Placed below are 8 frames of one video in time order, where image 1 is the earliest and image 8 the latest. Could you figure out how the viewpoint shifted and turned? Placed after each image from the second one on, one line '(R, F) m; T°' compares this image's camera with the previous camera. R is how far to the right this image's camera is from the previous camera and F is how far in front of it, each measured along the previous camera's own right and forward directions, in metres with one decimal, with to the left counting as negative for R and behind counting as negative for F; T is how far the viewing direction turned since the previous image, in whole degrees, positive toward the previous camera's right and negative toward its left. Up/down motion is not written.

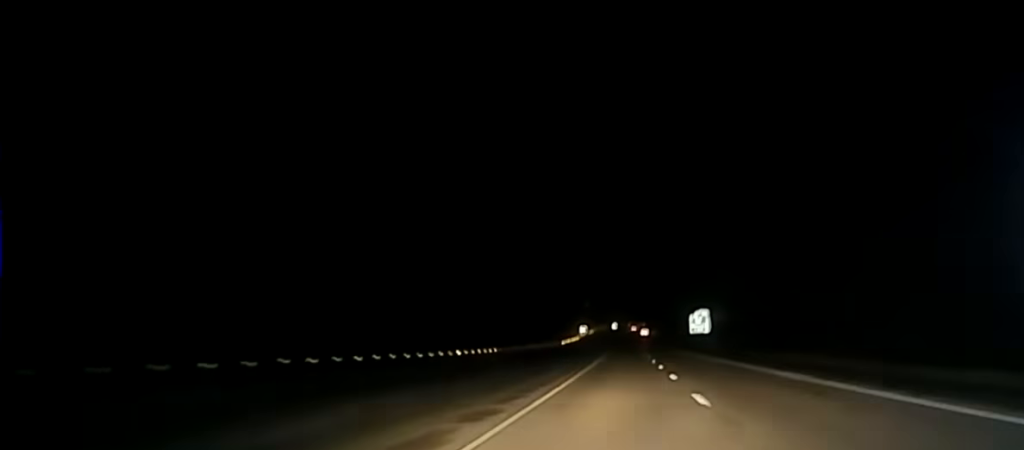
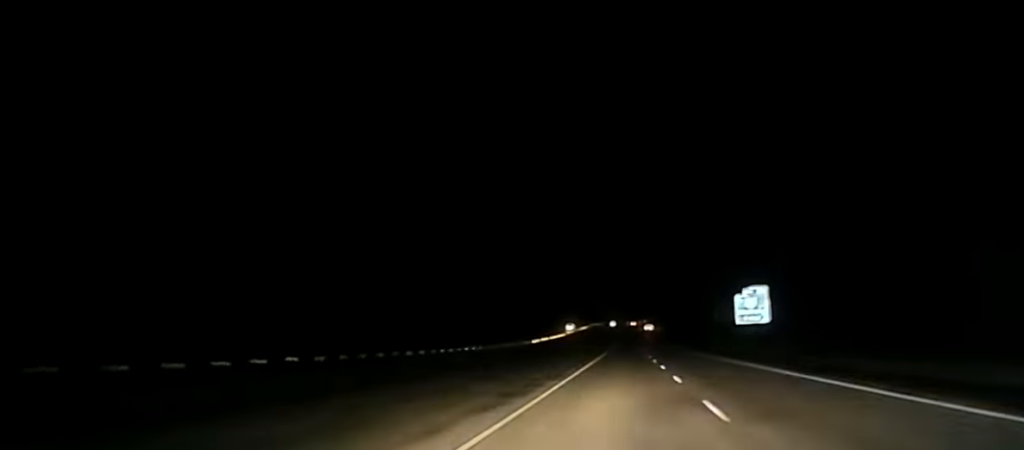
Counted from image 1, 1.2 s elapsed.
(+0.4, +73.5) m; 0°
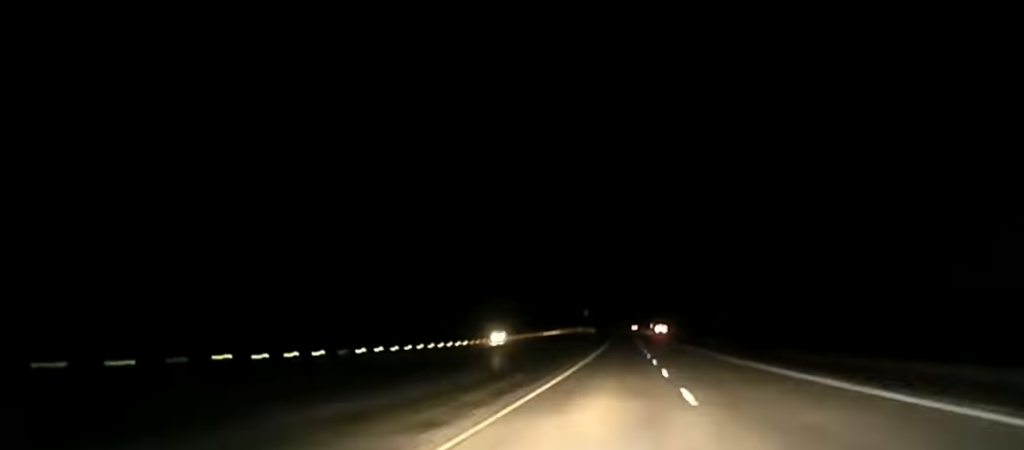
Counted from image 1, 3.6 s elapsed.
(-0.7, +157.8) m; 0°
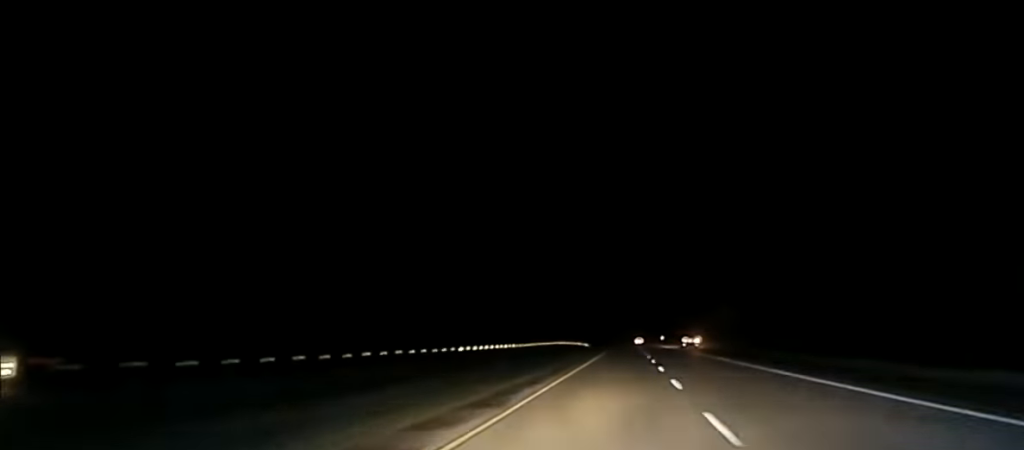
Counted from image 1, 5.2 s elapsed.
(+0.2, +113.6) m; 0°
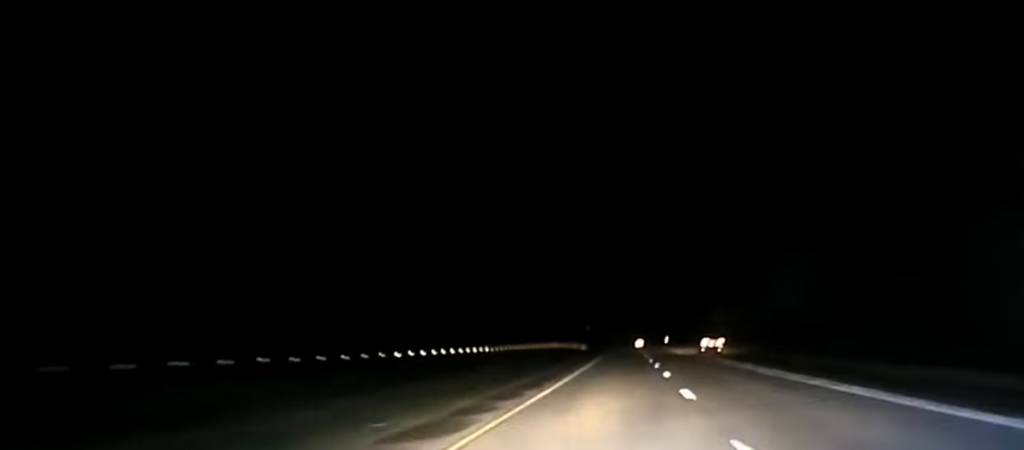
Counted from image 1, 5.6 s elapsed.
(0.0, +27.1) m; 0°
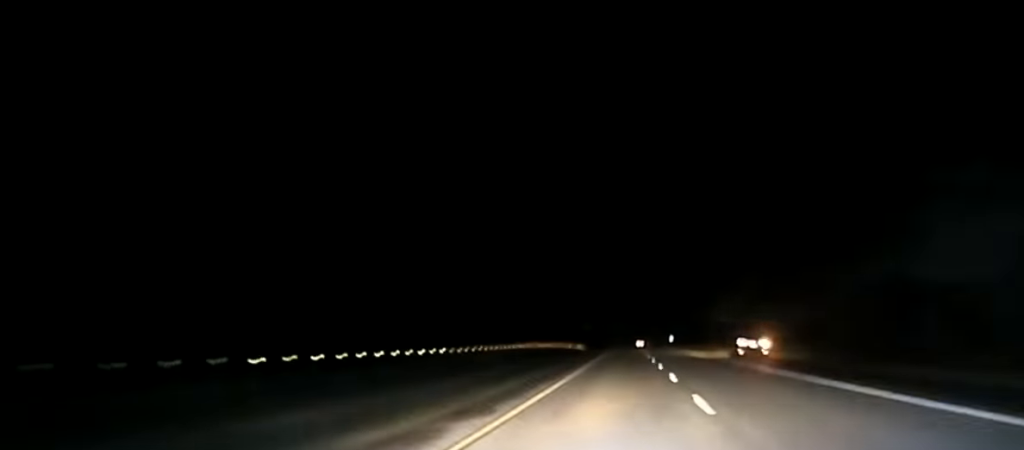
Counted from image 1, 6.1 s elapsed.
(0.0, +26.5) m; 0°
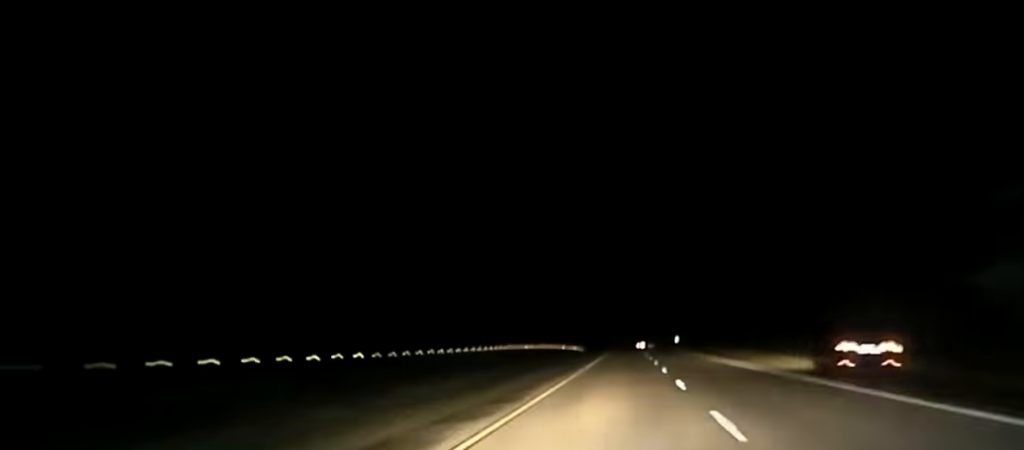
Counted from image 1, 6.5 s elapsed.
(0.0, +26.5) m; 0°
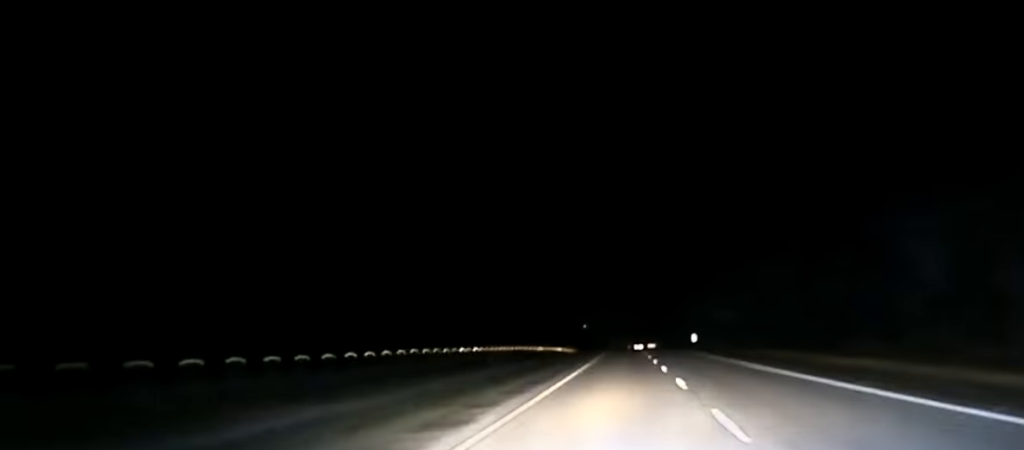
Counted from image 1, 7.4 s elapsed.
(-0.1, +57.5) m; 0°
